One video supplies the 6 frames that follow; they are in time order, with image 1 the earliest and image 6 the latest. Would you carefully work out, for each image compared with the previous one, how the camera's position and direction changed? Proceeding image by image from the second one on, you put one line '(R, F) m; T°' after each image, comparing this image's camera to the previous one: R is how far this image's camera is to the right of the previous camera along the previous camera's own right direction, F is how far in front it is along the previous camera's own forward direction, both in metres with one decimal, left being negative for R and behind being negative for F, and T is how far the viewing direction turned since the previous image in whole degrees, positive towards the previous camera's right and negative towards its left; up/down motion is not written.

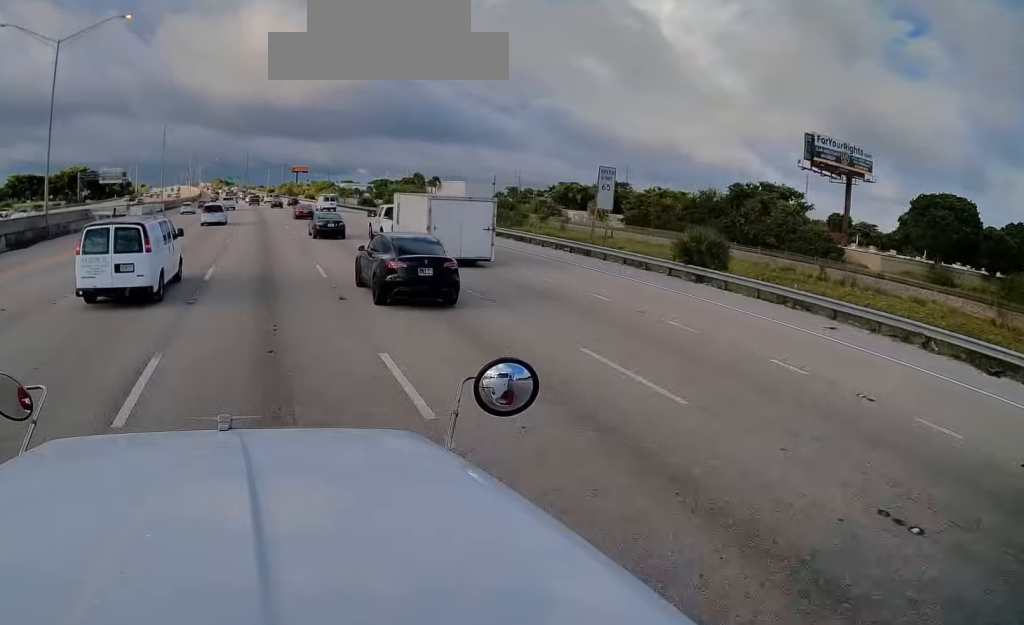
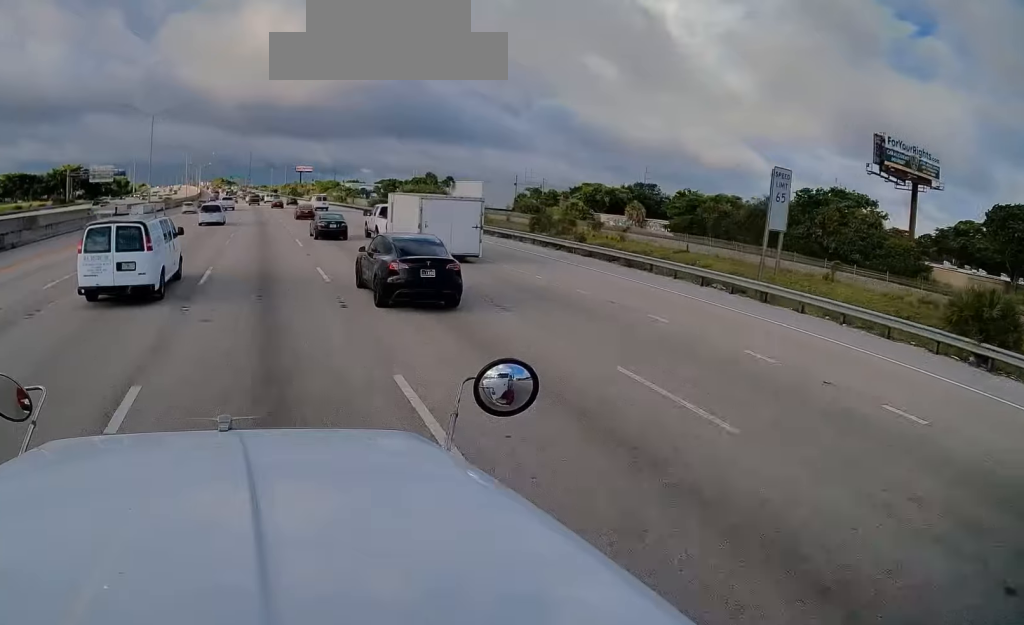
(0.0, +13.7) m; +1°
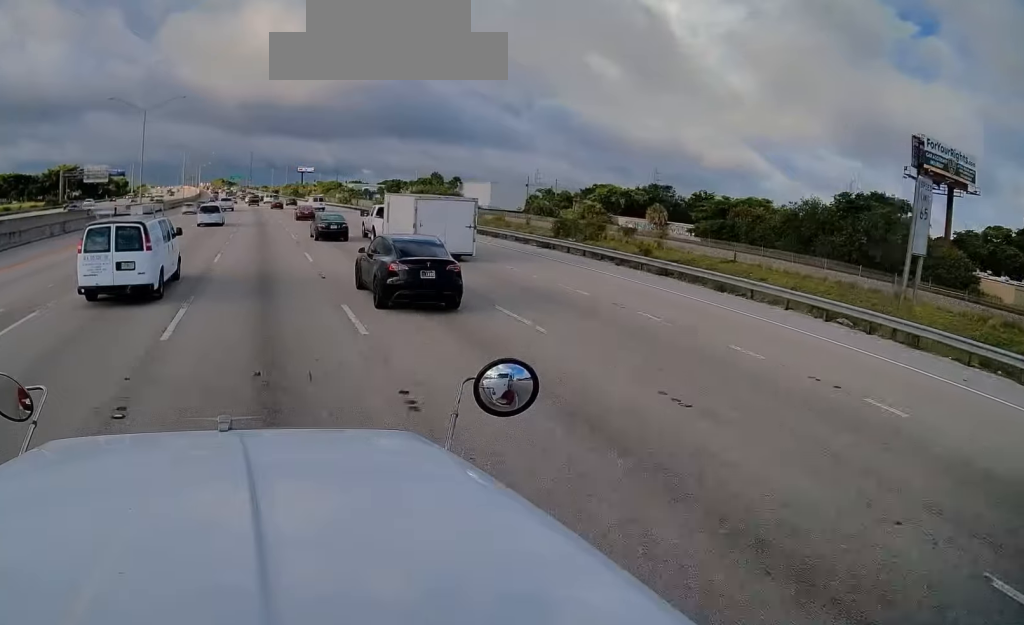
(-0.1, +6.6) m; 0°
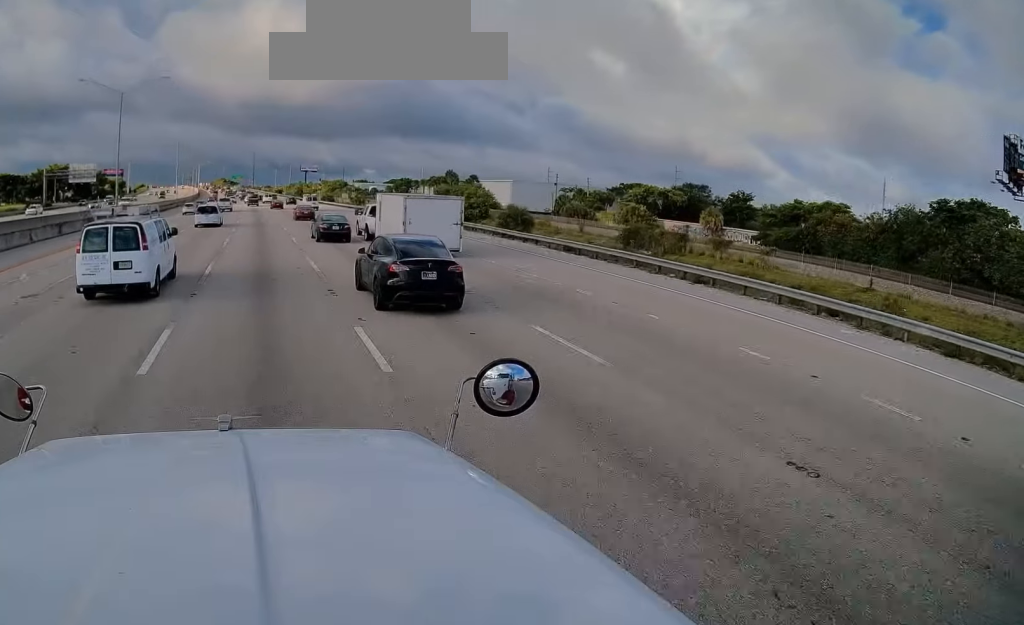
(+0.3, +13.4) m; 0°
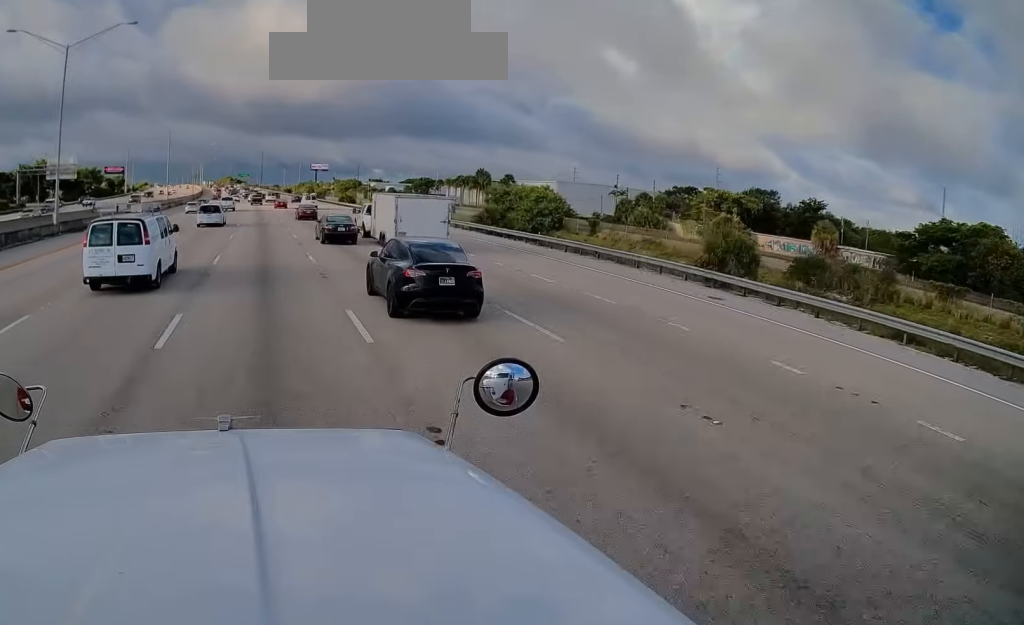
(-0.4, +20.6) m; -2°
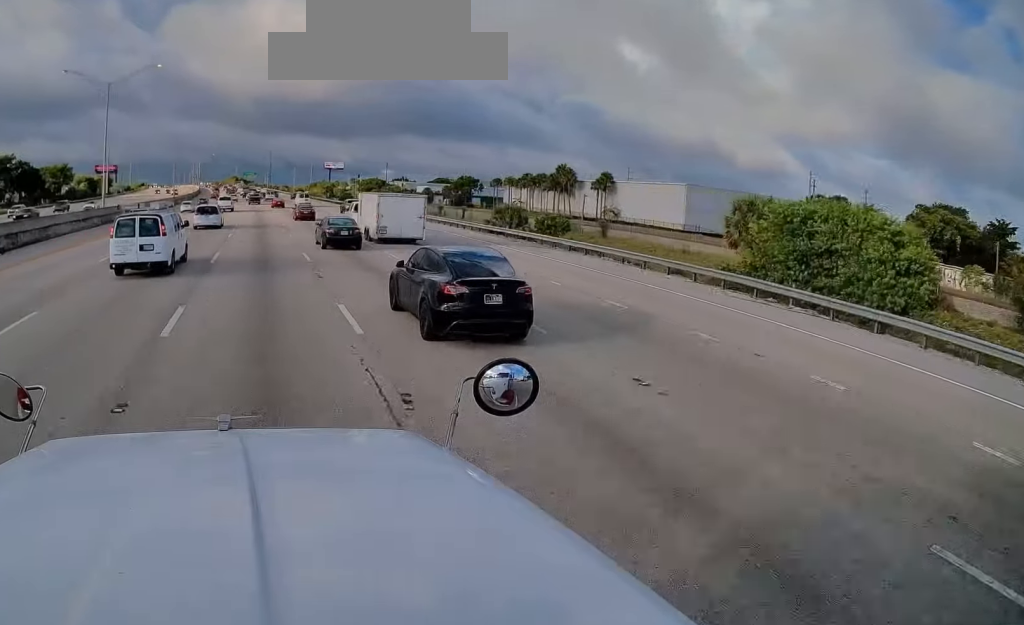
(-0.7, +40.1) m; 0°
